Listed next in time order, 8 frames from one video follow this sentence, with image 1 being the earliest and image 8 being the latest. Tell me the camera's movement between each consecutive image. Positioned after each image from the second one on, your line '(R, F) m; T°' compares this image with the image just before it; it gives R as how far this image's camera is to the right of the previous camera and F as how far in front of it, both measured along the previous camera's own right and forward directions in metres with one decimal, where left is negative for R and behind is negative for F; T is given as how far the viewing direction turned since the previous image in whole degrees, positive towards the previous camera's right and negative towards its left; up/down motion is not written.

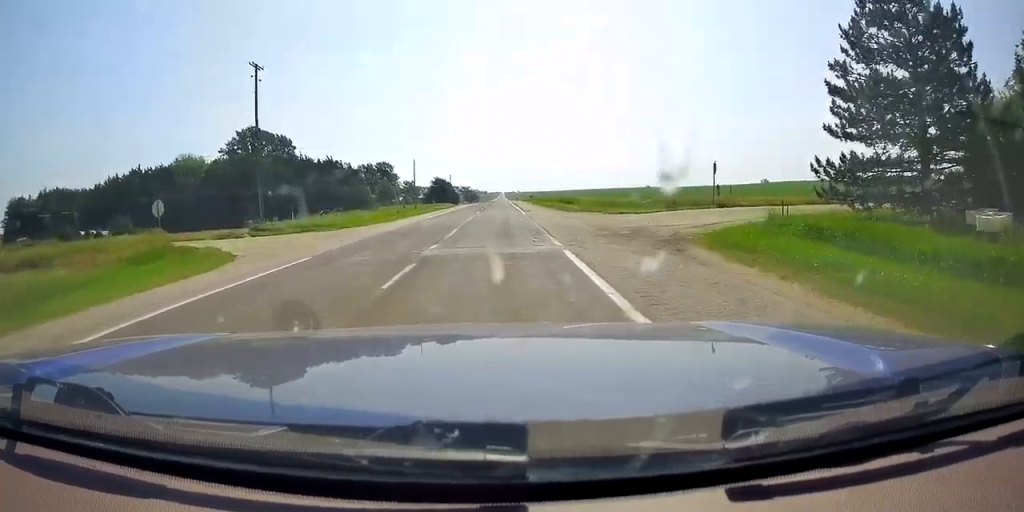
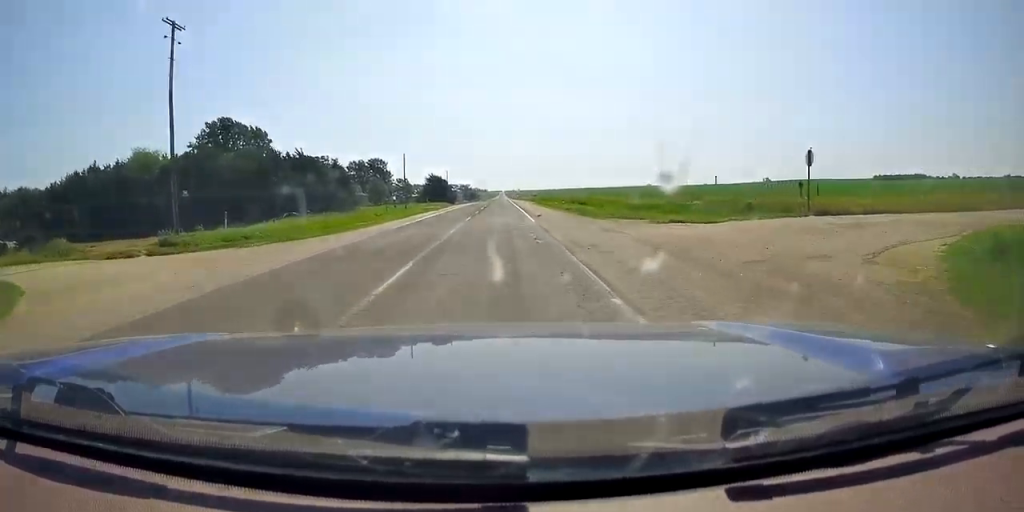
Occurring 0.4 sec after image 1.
(+0.2, +12.9) m; 0°
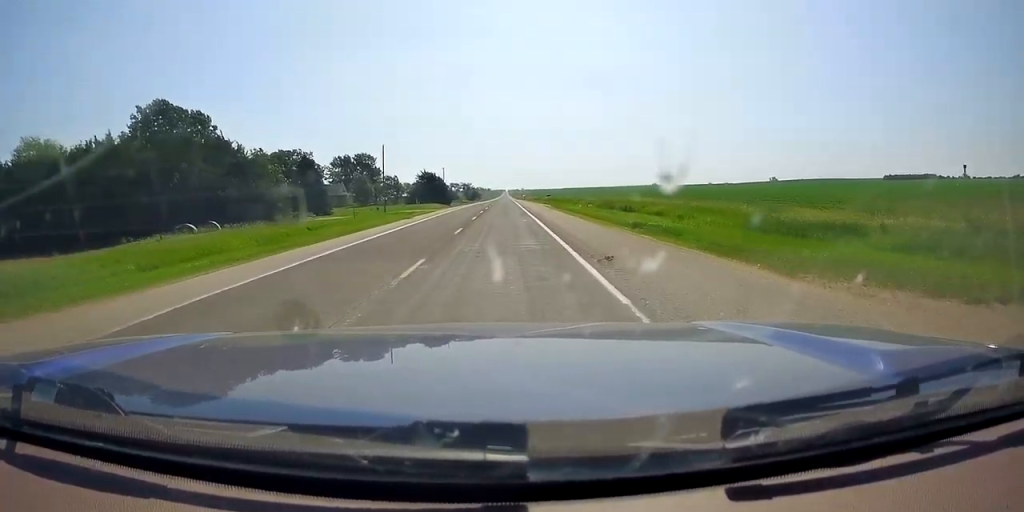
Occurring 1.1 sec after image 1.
(-0.3, +22.7) m; -1°
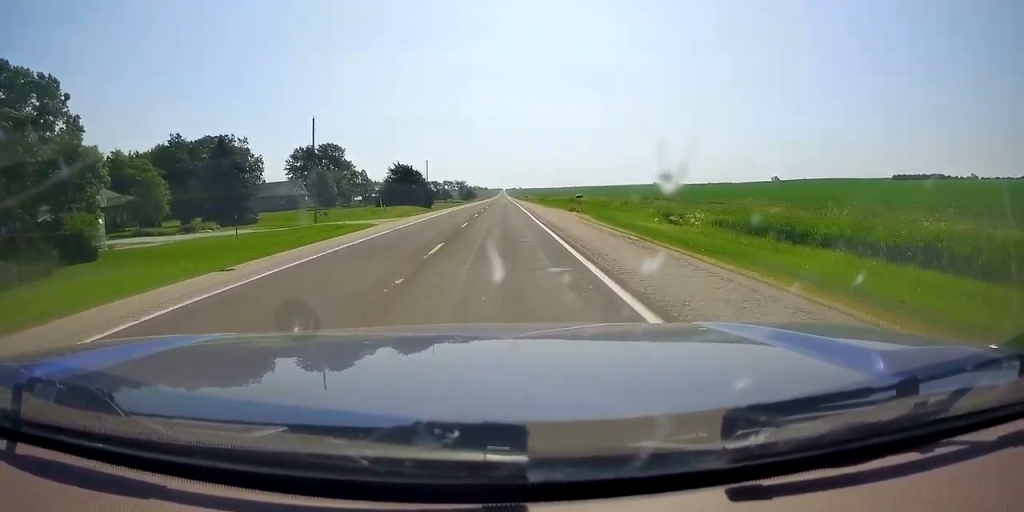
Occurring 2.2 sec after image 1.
(-0.2, +32.2) m; 0°
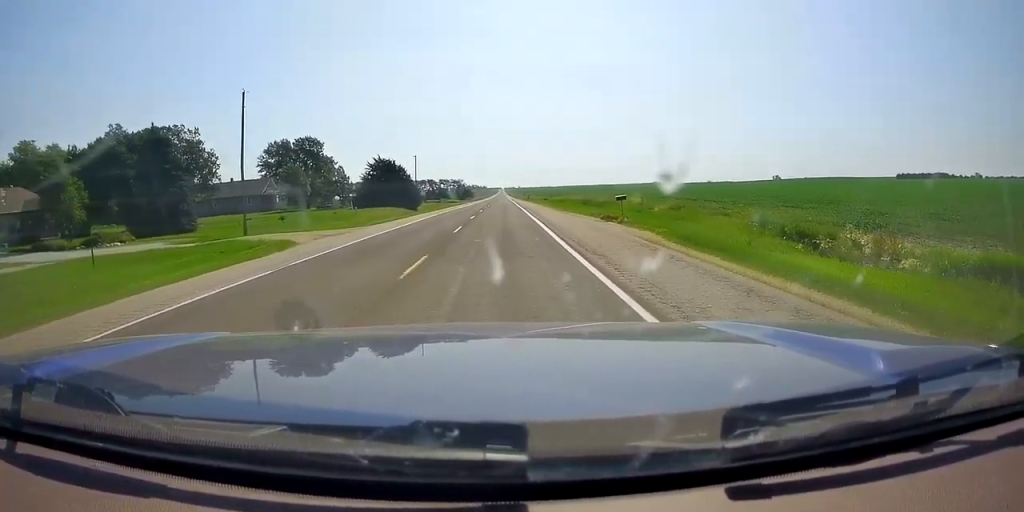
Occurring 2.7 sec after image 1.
(0.0, +15.8) m; 0°
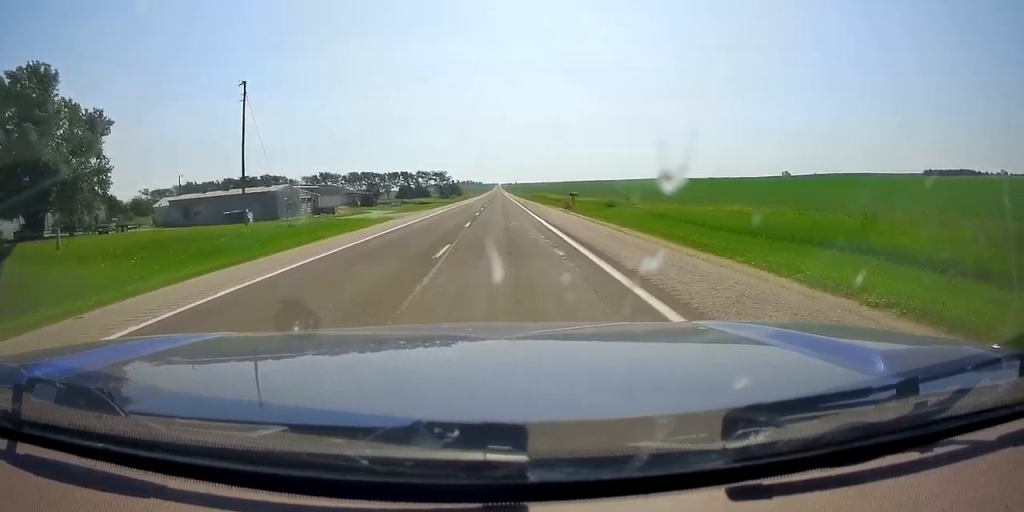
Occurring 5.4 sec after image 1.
(0.0, +82.1) m; +1°
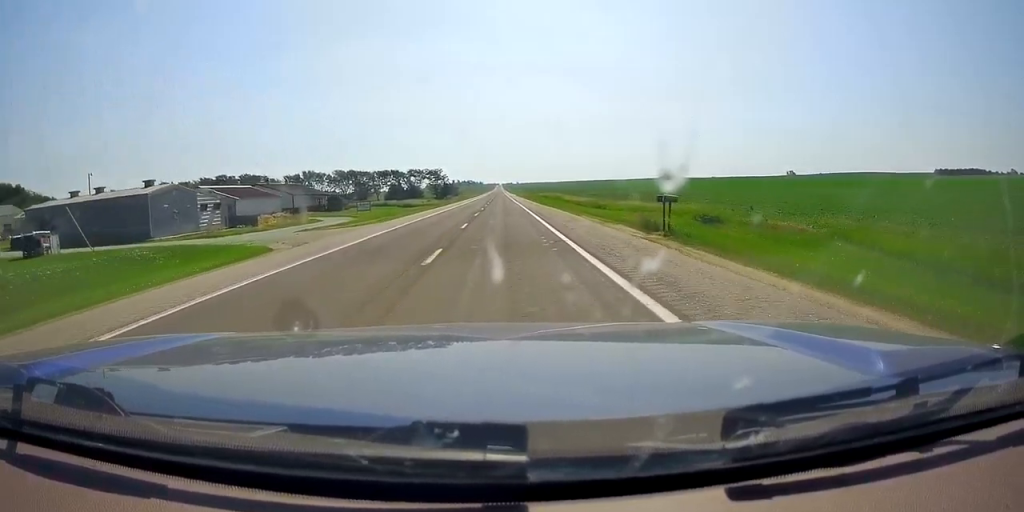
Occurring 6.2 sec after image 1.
(+0.4, +25.8) m; 0°
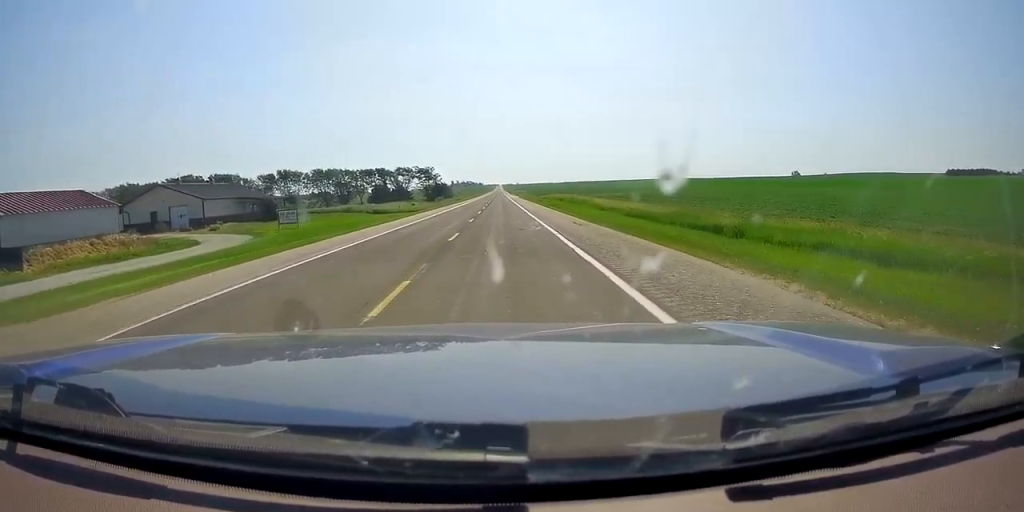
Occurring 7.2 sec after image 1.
(-0.2, +29.9) m; -1°
